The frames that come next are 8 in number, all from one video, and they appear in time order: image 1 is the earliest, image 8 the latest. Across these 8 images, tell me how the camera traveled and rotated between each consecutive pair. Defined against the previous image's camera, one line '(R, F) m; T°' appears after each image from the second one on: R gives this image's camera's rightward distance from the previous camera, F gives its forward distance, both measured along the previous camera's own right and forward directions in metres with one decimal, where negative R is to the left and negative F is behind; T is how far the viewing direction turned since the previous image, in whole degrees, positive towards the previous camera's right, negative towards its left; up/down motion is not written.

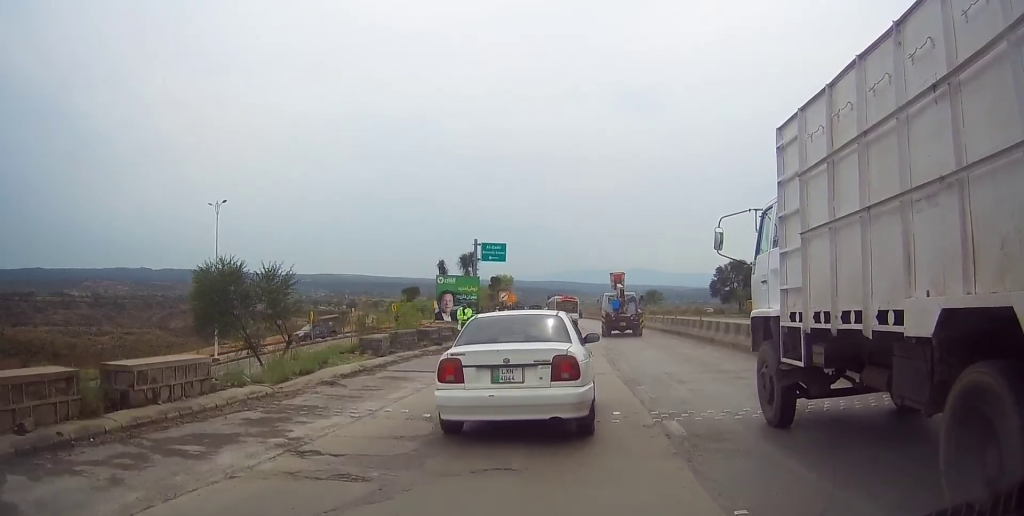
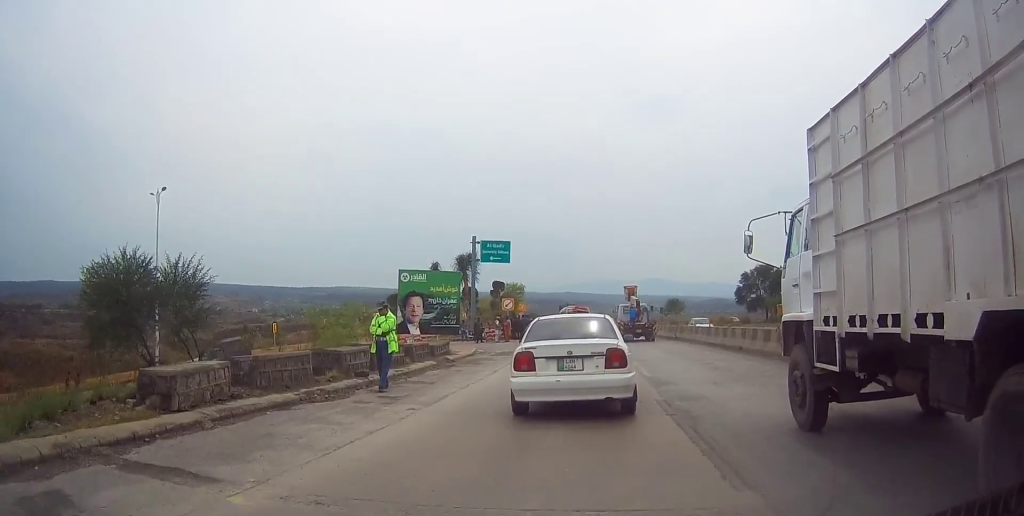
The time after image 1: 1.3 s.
(0.0, +10.1) m; +2°
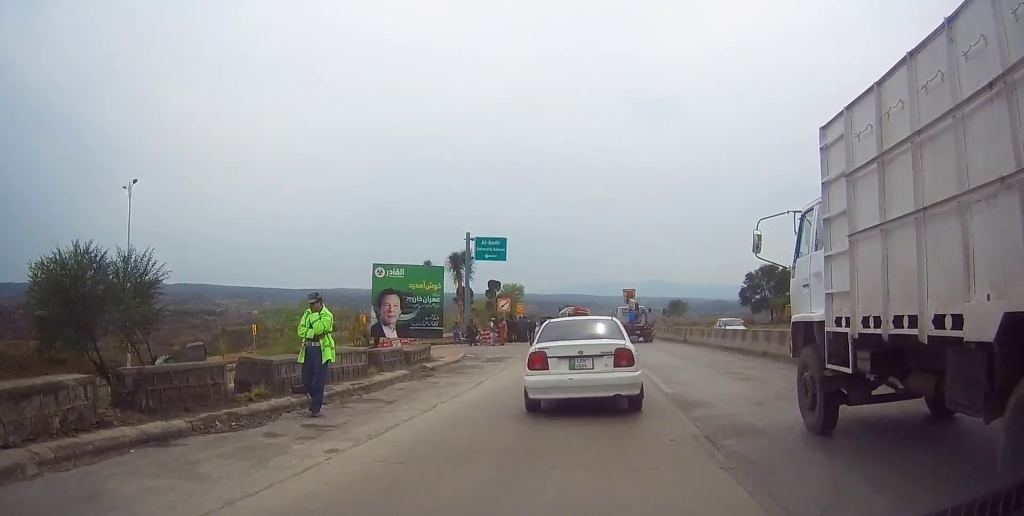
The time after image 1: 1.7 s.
(-0.1, +3.3) m; +1°
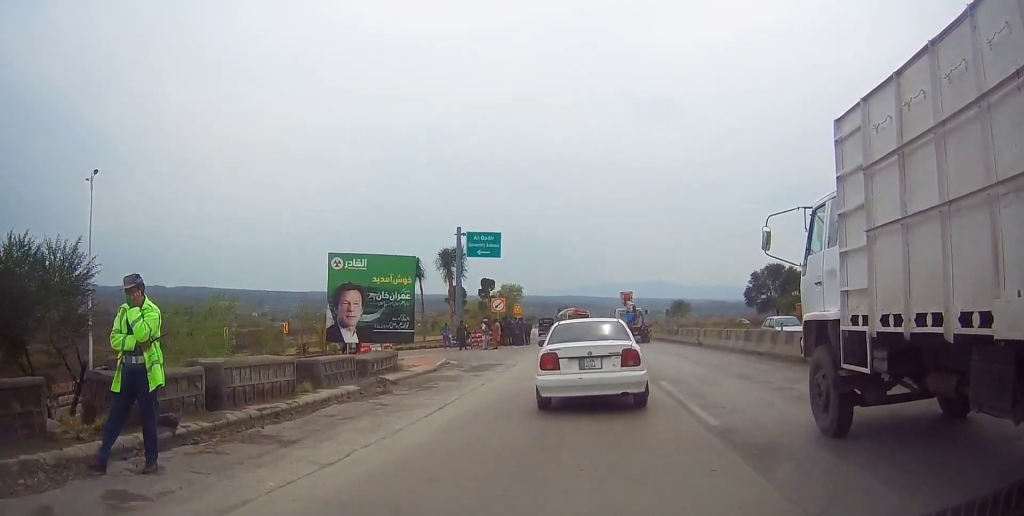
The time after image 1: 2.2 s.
(+0.1, +4.1) m; 0°
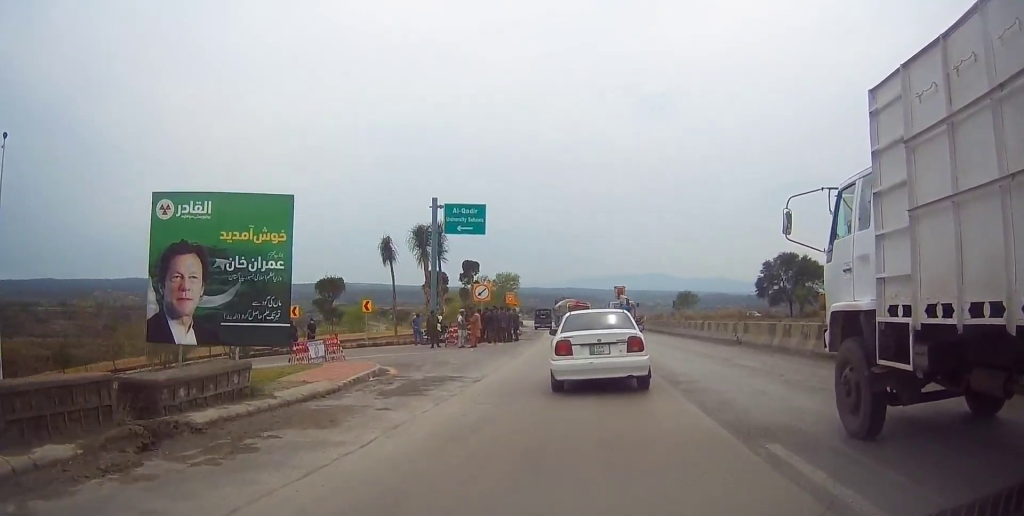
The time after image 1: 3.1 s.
(+0.1, +8.2) m; -2°
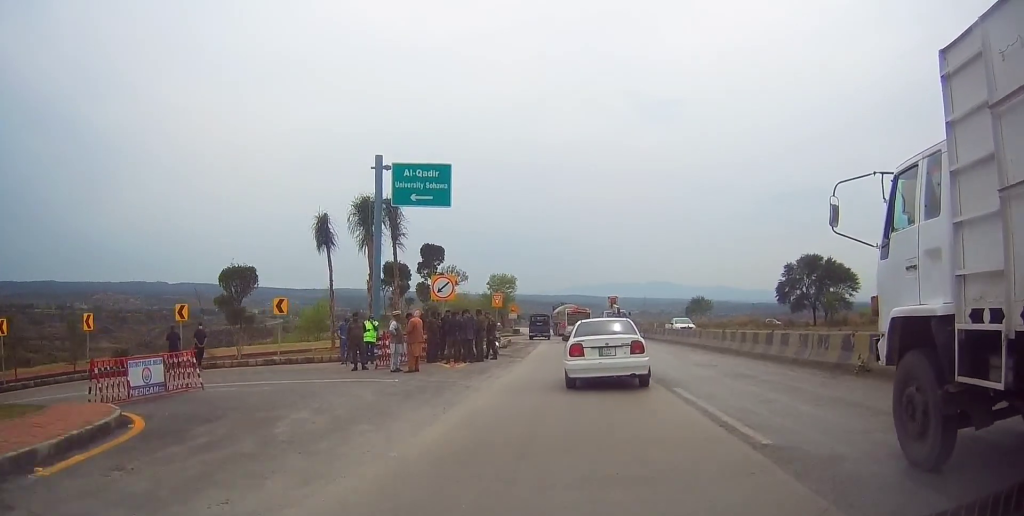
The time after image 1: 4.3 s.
(-0.5, +11.9) m; 0°
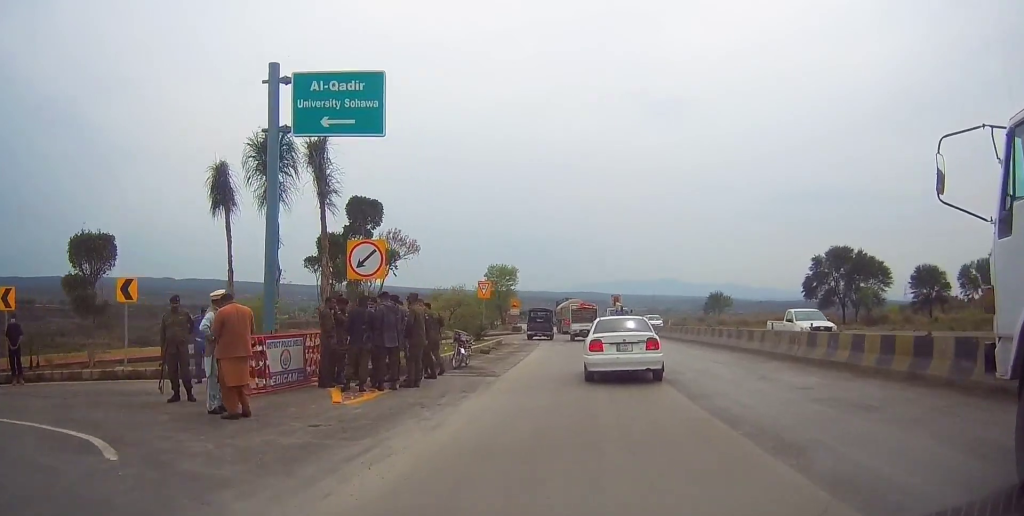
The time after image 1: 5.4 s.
(+0.3, +10.7) m; +1°
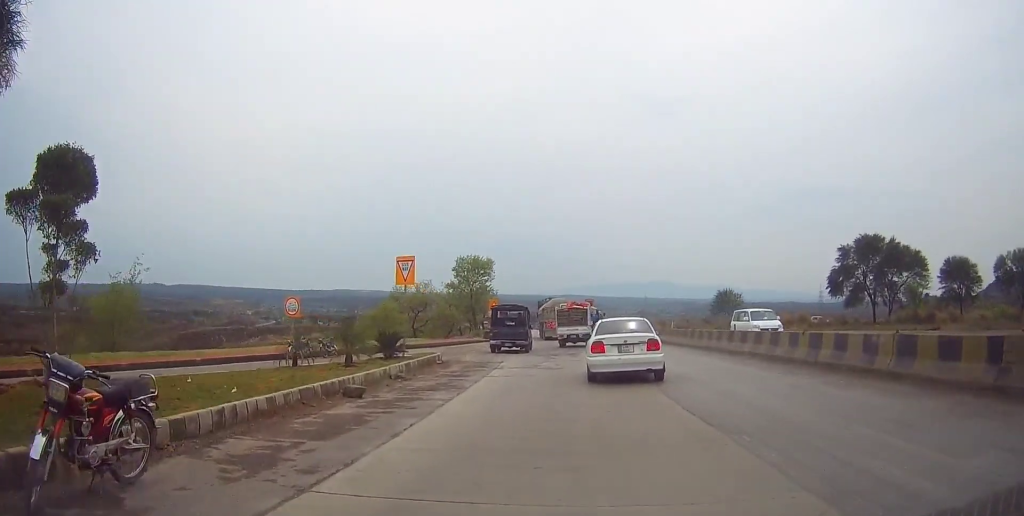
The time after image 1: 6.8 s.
(-0.5, +15.3) m; -1°
